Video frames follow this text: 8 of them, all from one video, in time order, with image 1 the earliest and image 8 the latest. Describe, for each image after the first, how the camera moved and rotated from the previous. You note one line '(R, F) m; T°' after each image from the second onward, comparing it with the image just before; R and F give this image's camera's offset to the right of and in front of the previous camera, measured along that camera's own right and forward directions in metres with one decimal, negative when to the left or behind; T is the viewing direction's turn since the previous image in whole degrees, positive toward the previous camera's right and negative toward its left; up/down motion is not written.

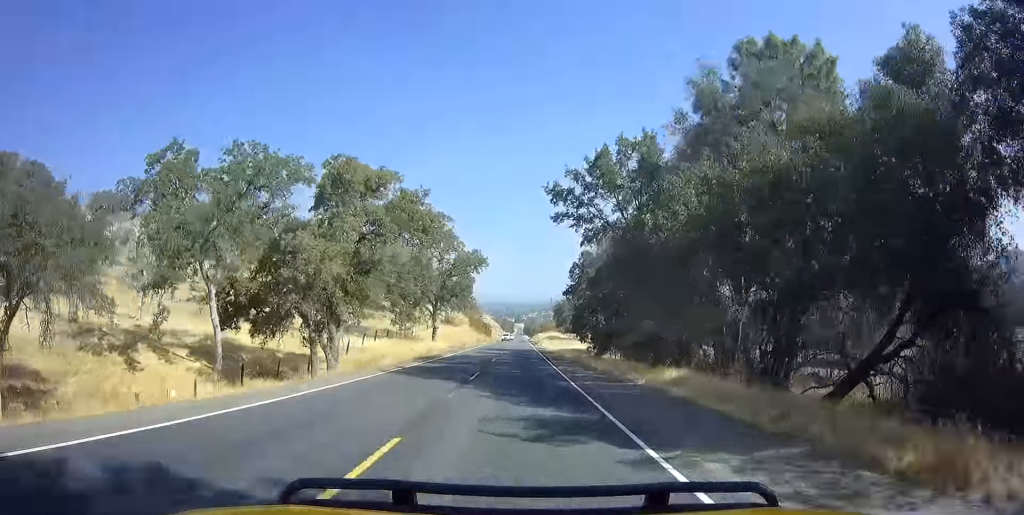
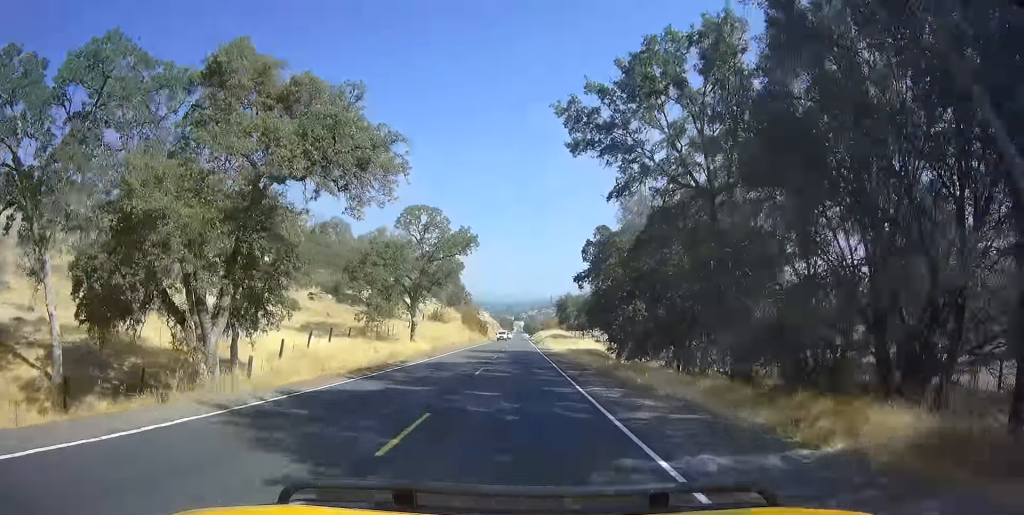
(+0.4, +12.7) m; 0°
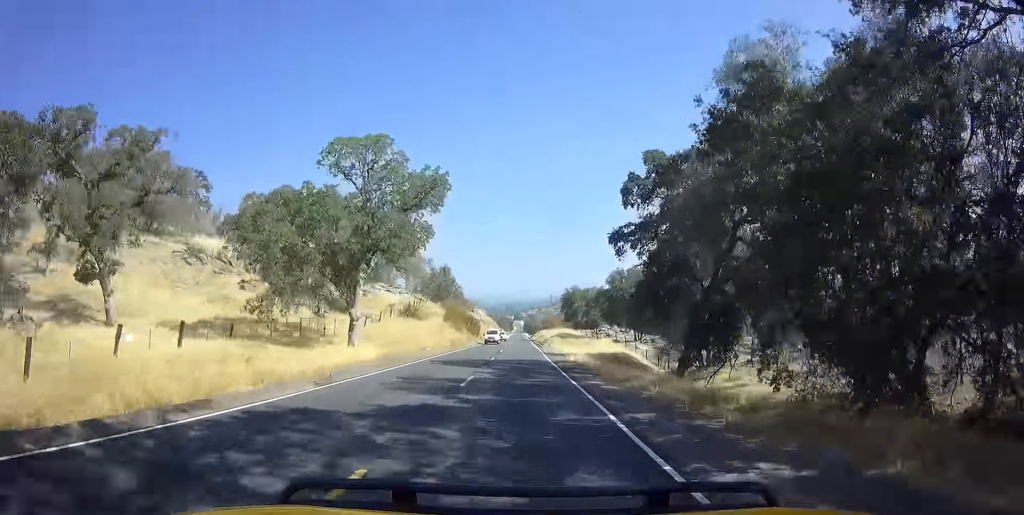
(+0.1, +18.8) m; 0°
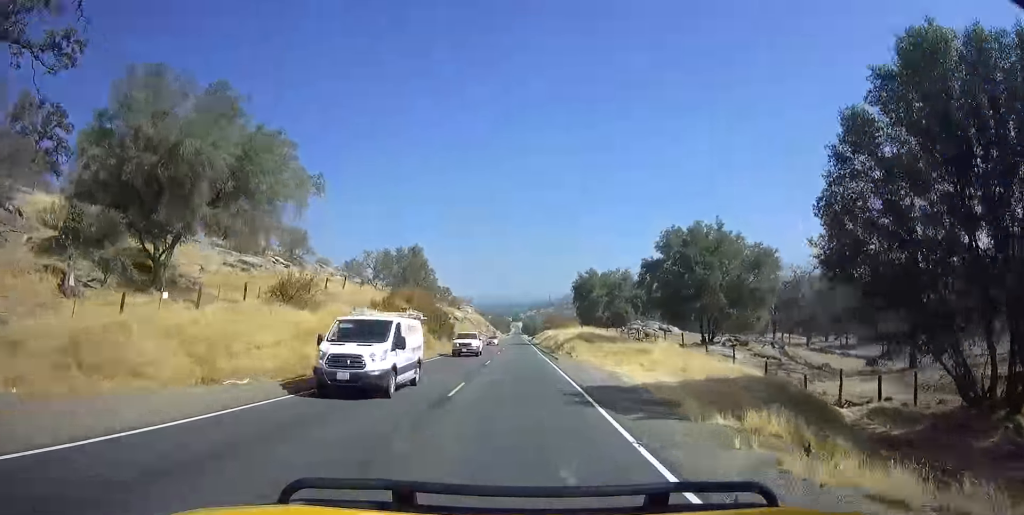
(-0.6, +31.0) m; -1°
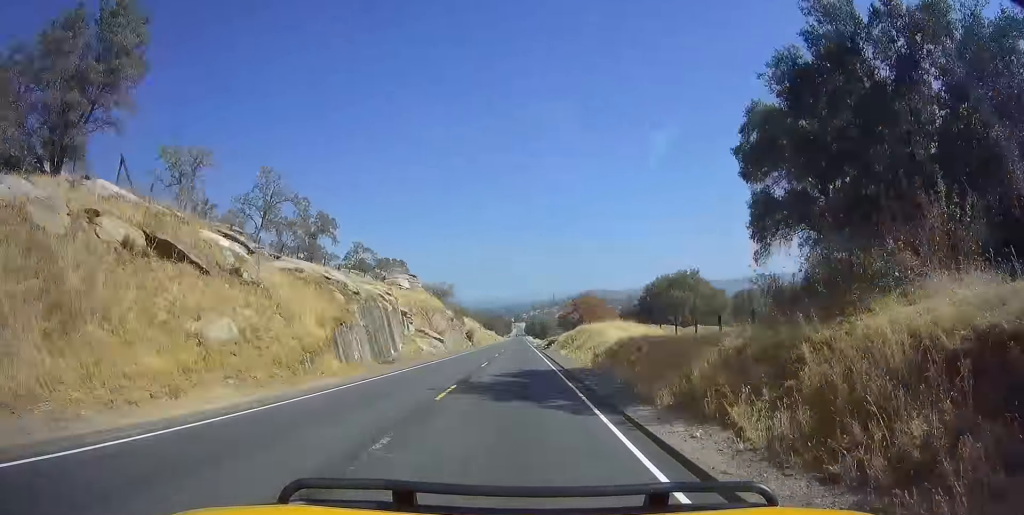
(+0.5, +73.1) m; -1°
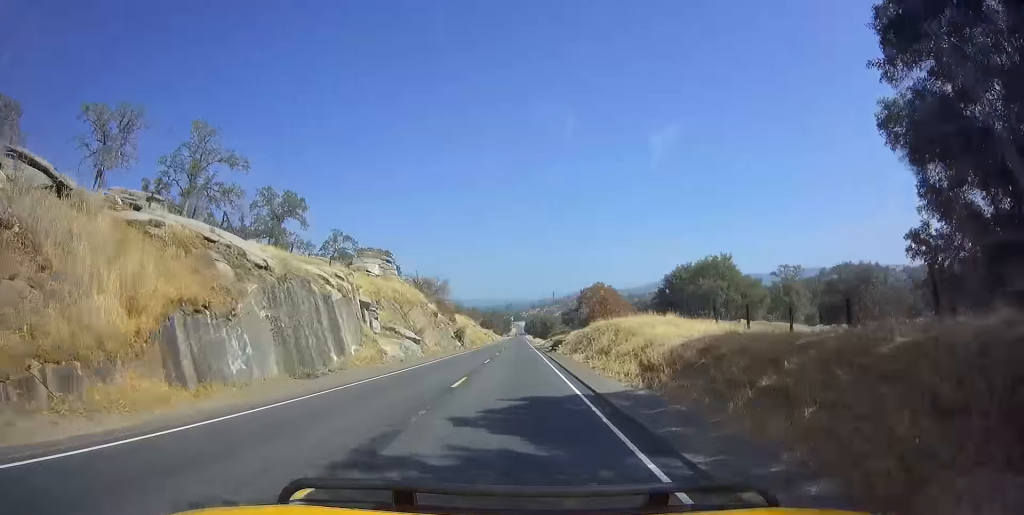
(0.0, +11.7) m; 0°
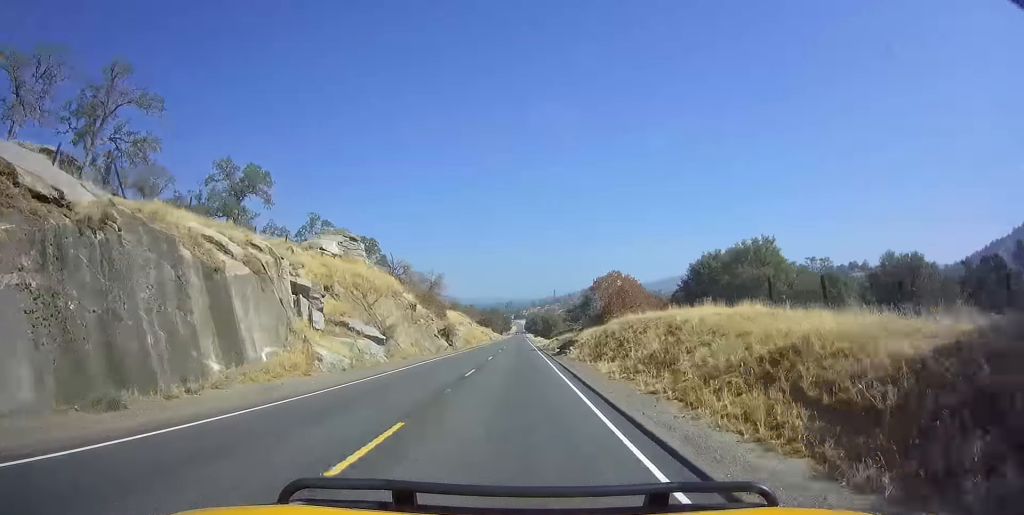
(0.0, +10.8) m; 0°
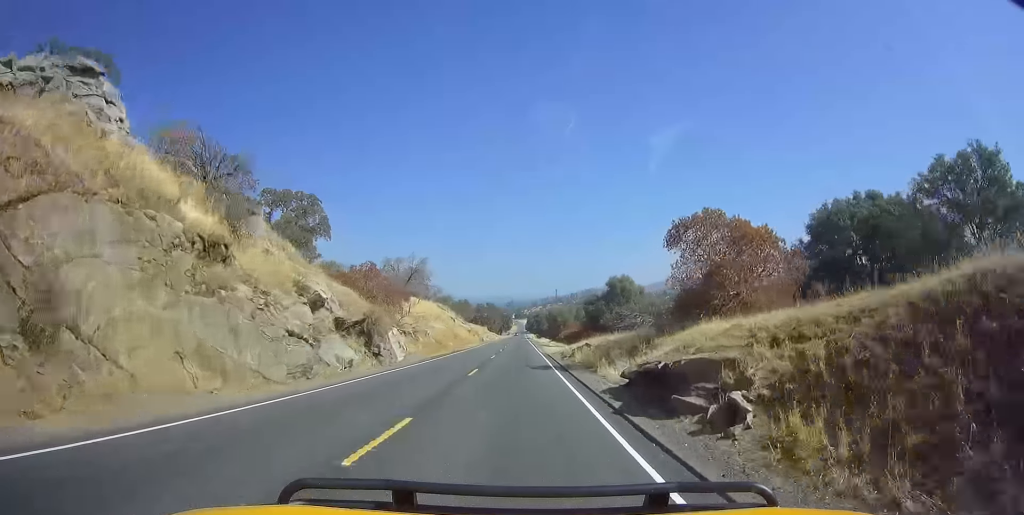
(+0.1, +27.4) m; +2°
